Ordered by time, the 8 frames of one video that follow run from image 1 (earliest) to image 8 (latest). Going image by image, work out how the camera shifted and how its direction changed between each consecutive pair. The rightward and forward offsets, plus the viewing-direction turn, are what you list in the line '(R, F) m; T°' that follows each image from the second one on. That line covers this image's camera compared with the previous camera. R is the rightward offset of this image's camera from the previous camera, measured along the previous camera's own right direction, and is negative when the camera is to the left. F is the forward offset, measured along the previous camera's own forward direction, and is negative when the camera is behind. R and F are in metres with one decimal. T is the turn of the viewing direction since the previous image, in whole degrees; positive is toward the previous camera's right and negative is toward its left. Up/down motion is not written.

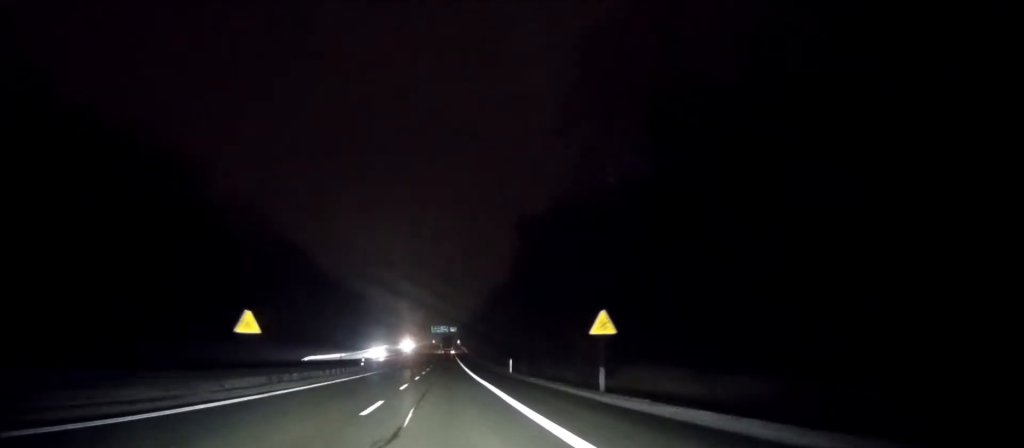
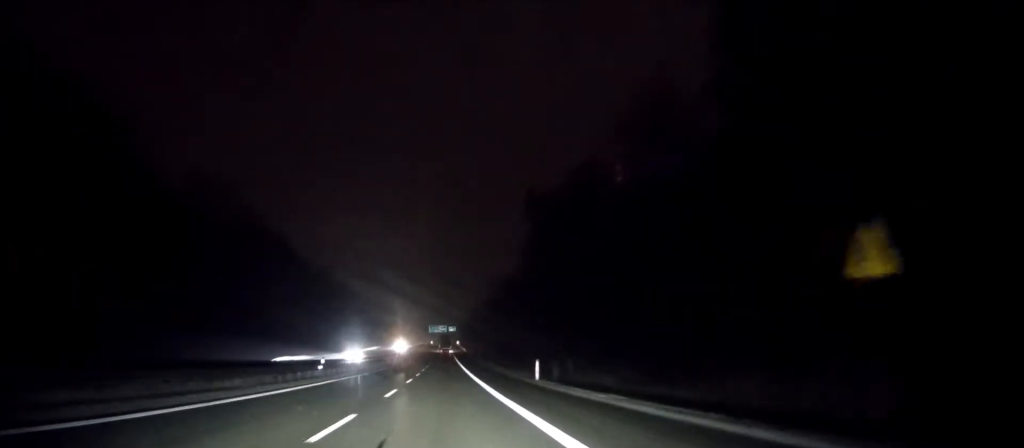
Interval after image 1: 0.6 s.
(+0.2, +16.5) m; +1°
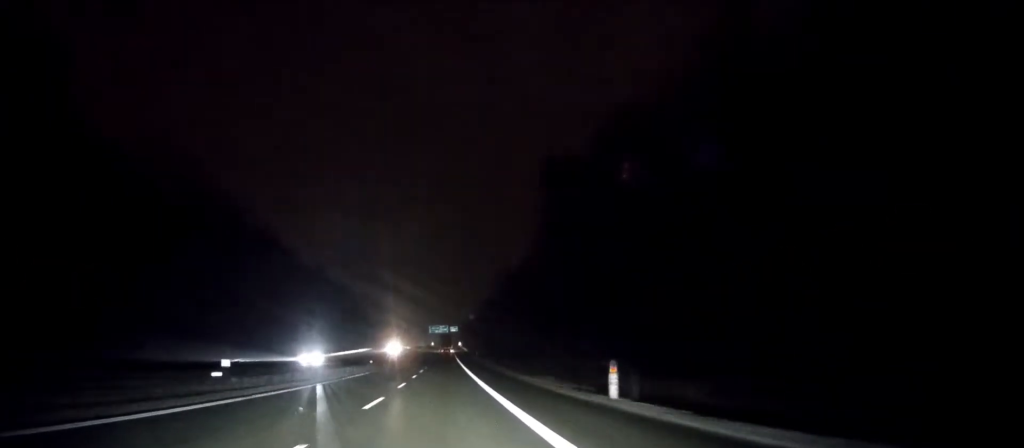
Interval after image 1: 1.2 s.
(0.0, +16.5) m; 0°
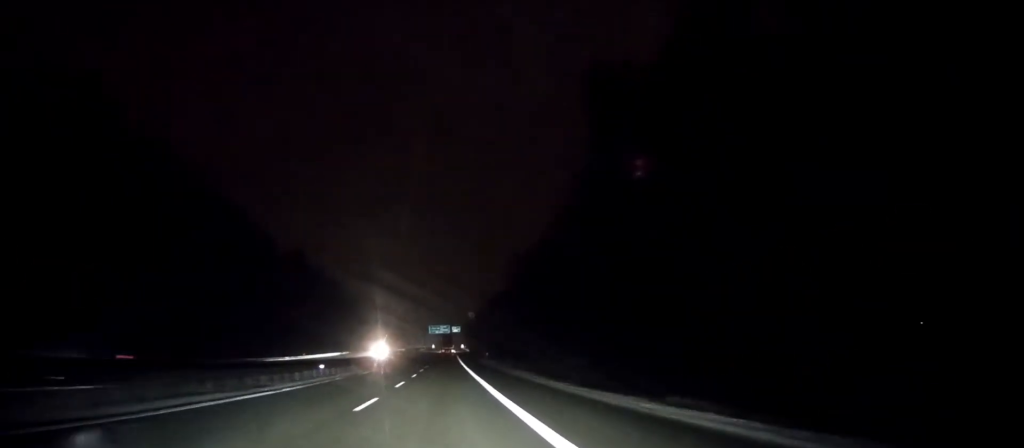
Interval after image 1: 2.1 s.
(-0.1, +23.9) m; 0°
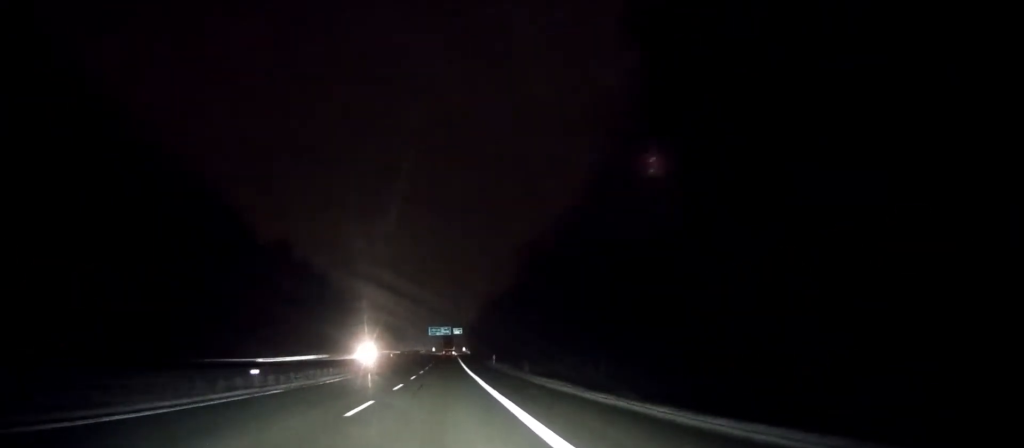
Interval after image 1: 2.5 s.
(0.0, +12.9) m; 0°
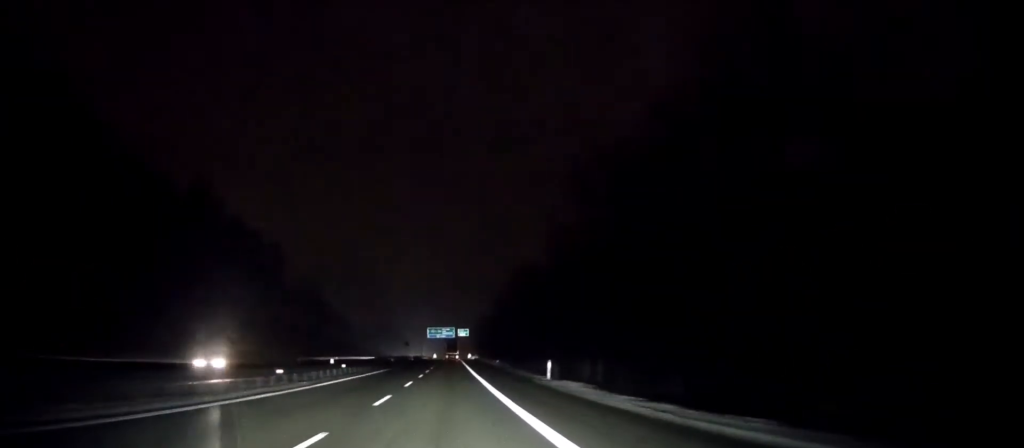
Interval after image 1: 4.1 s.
(-0.2, +42.4) m; 0°
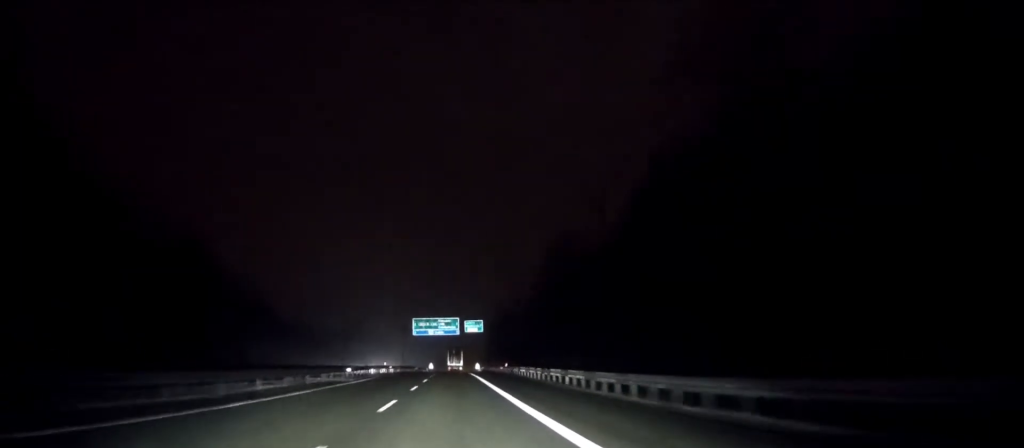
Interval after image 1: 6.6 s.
(-0.4, +70.6) m; -1°
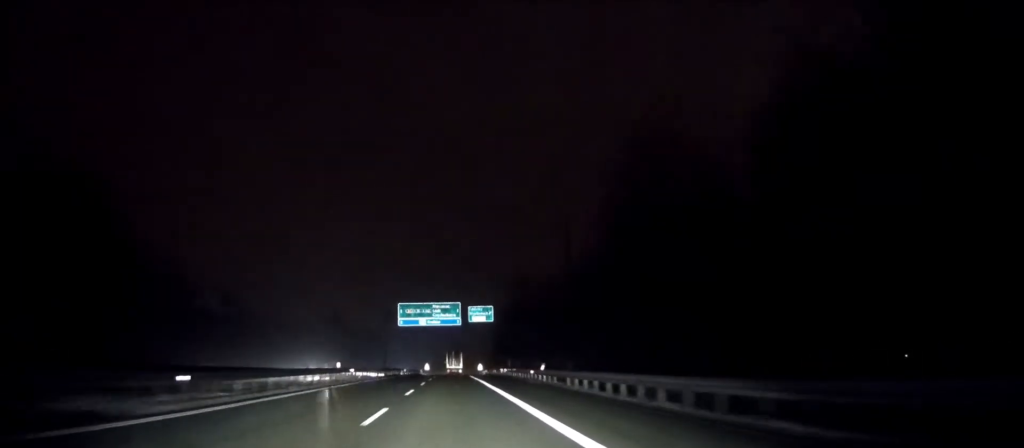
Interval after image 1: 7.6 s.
(+0.1, +26.5) m; 0°
